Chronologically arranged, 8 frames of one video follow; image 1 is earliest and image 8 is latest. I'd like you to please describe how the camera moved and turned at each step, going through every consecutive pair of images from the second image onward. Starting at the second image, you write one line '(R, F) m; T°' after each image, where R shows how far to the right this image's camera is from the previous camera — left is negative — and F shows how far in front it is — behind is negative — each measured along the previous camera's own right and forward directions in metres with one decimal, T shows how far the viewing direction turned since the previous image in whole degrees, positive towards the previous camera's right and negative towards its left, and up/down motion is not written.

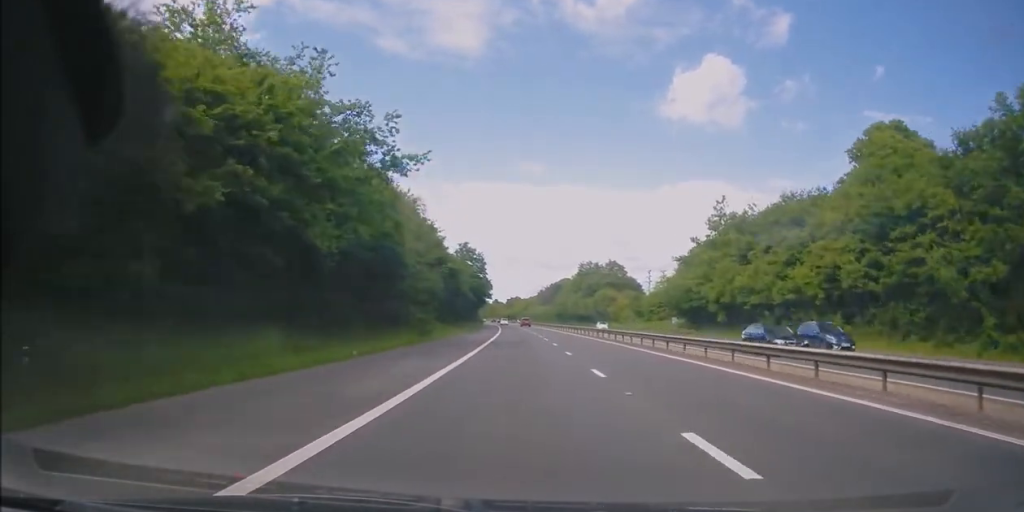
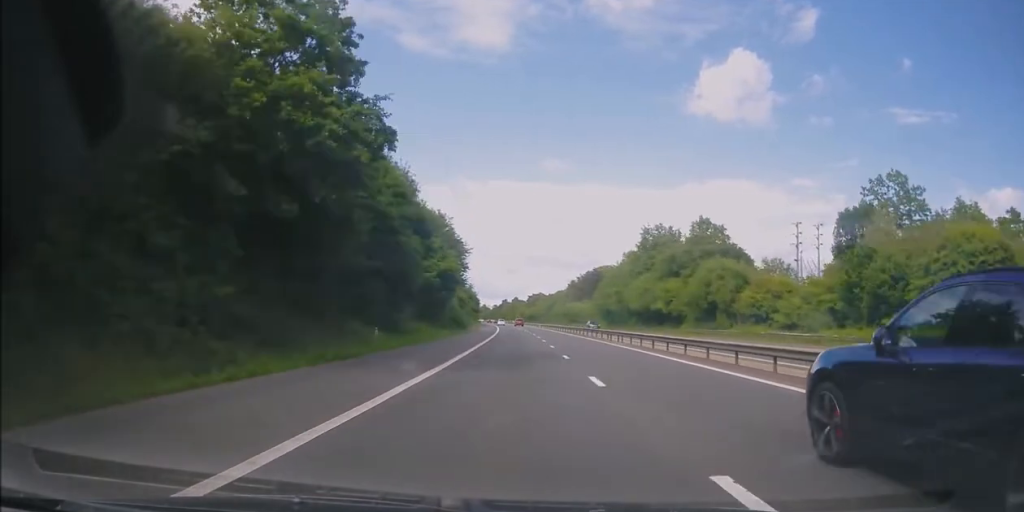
(-1.1, +74.3) m; -2°
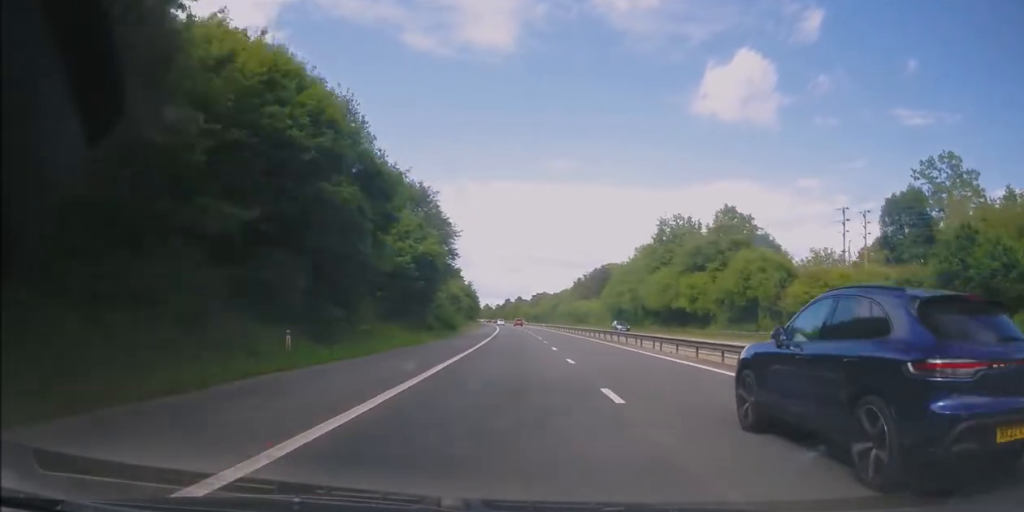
(+0.2, +11.3) m; -1°
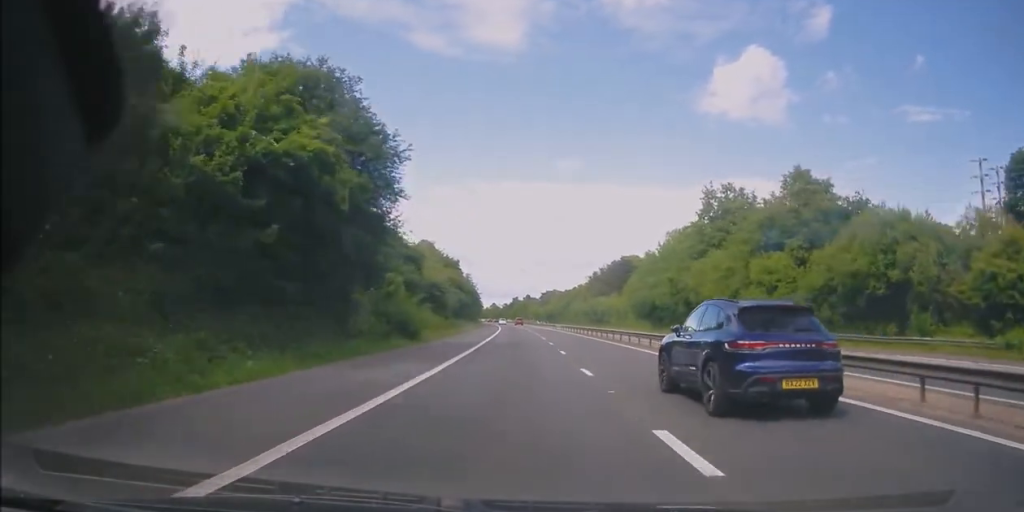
(-0.5, +22.7) m; -1°
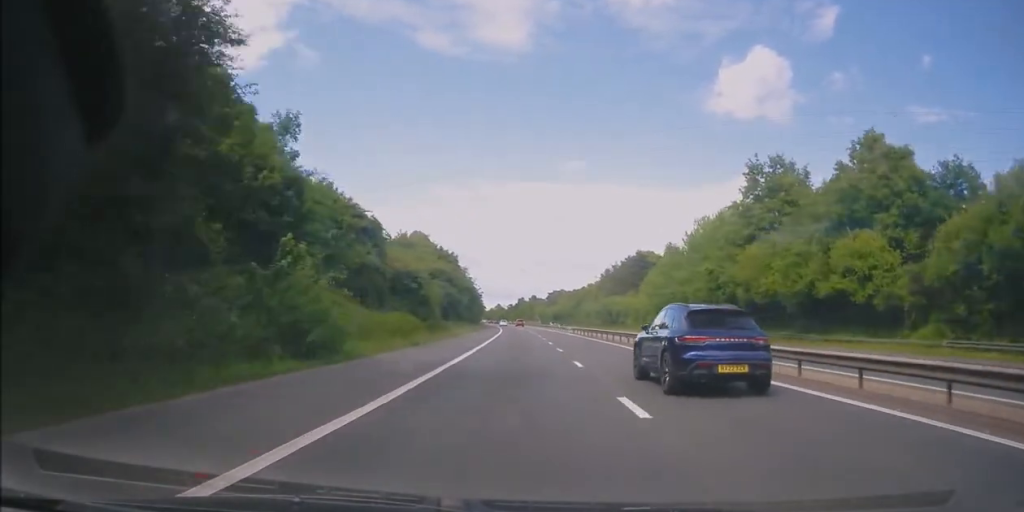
(-0.2, +15.1) m; -1°
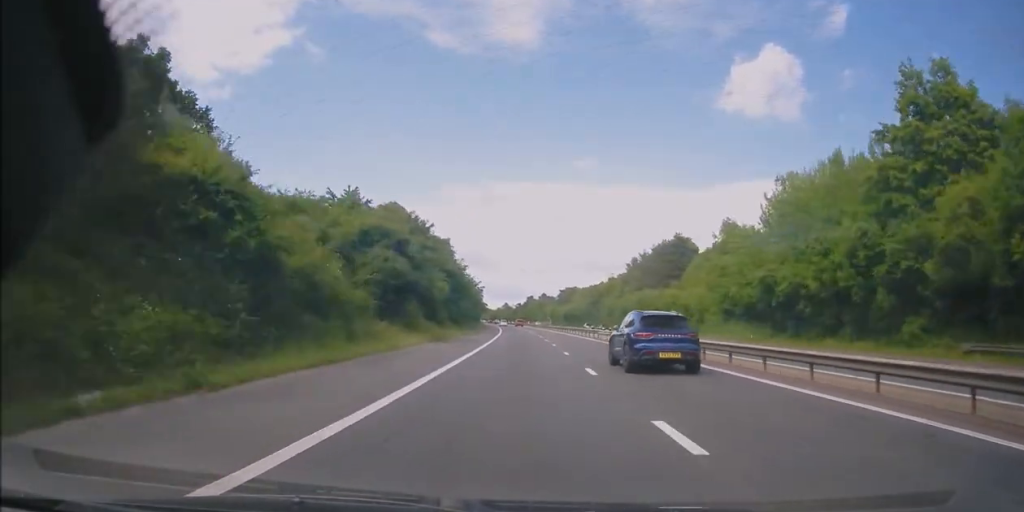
(+0.1, +29.4) m; -1°
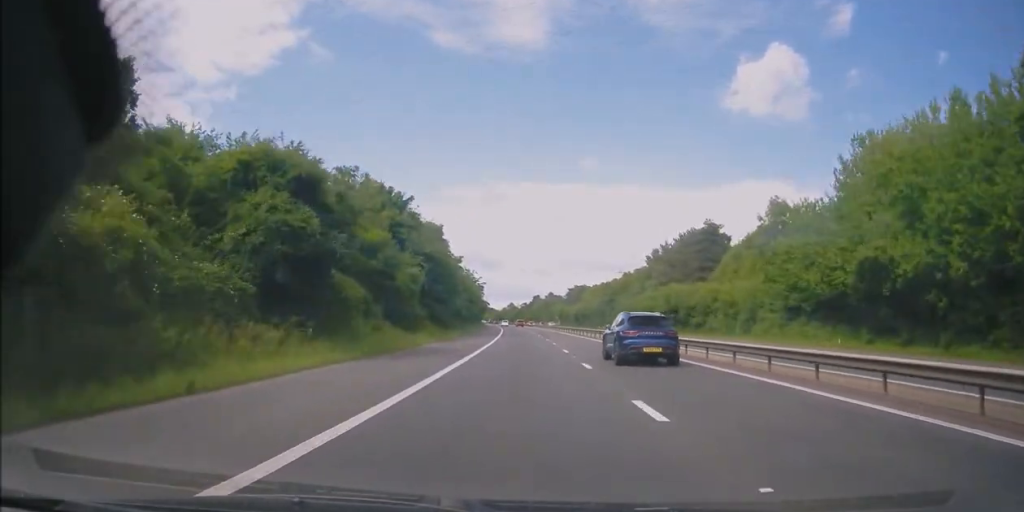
(-0.3, +16.1) m; -1°
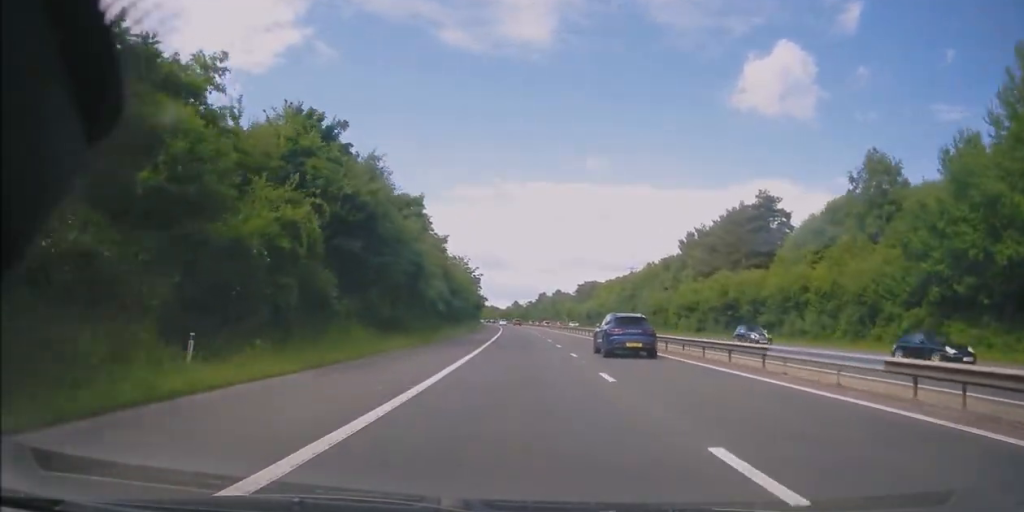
(-0.2, +21.9) m; 0°
